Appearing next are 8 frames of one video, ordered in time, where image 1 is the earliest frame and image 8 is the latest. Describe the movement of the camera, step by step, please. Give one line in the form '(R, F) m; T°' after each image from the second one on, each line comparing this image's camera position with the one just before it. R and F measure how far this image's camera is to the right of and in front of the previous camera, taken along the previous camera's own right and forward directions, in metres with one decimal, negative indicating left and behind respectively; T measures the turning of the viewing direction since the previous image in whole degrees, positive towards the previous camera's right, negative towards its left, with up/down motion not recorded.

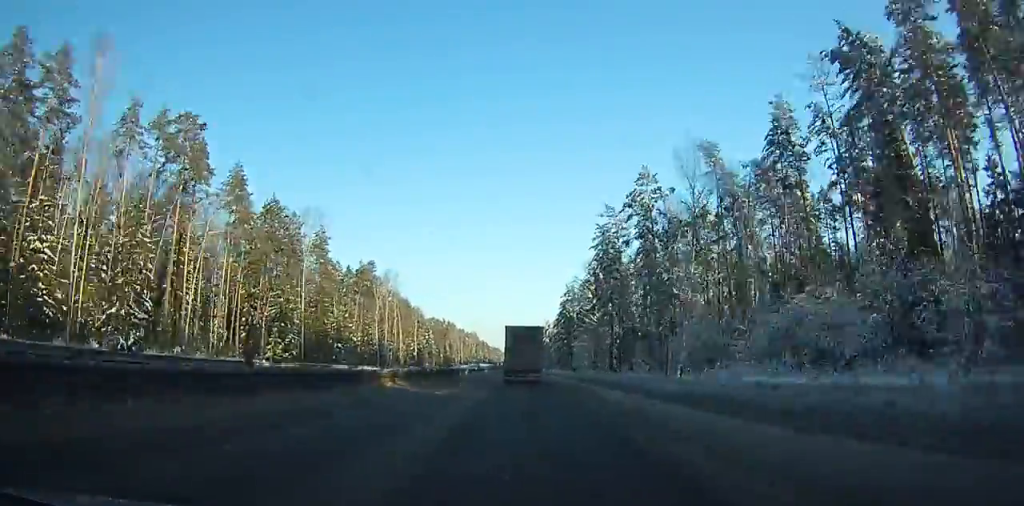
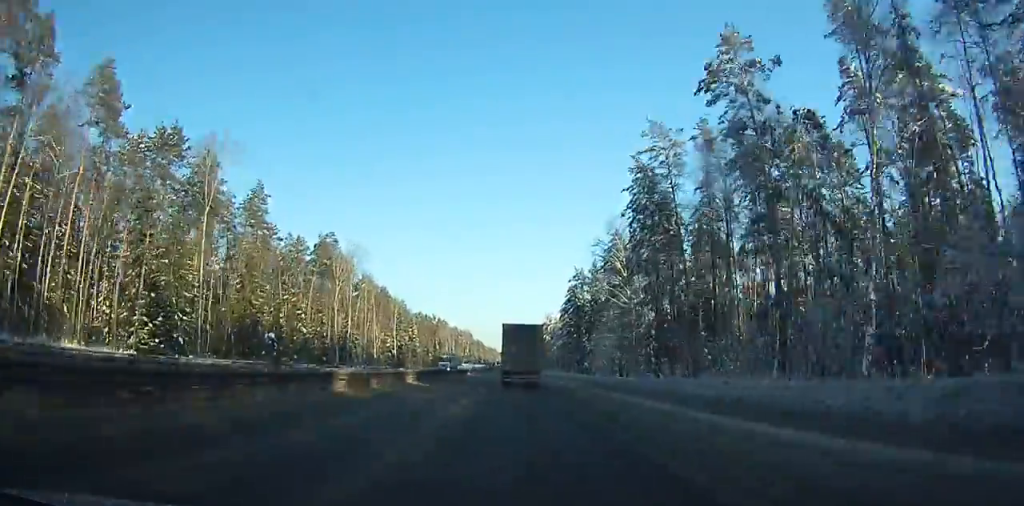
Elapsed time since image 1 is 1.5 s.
(+0.1, +38.7) m; 0°
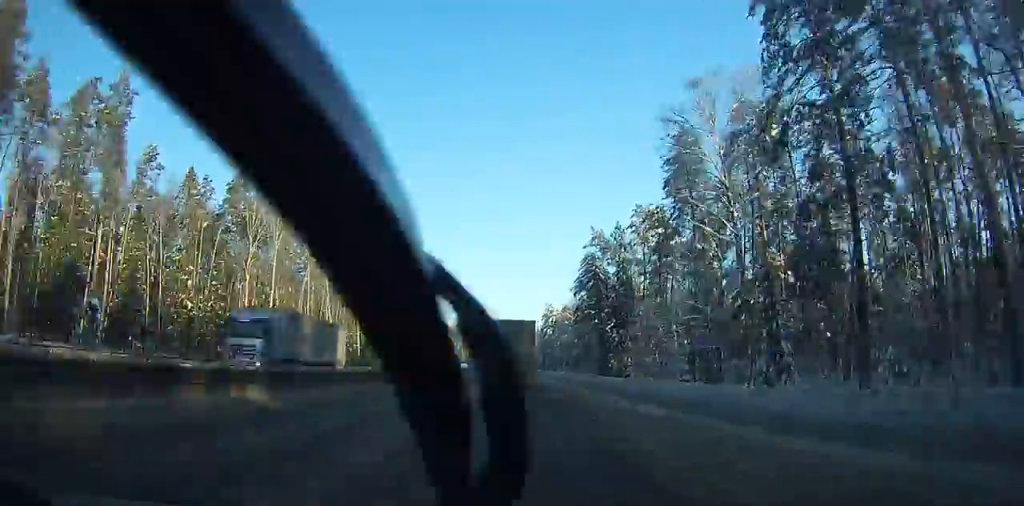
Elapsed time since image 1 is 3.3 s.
(+0.1, +46.5) m; 0°
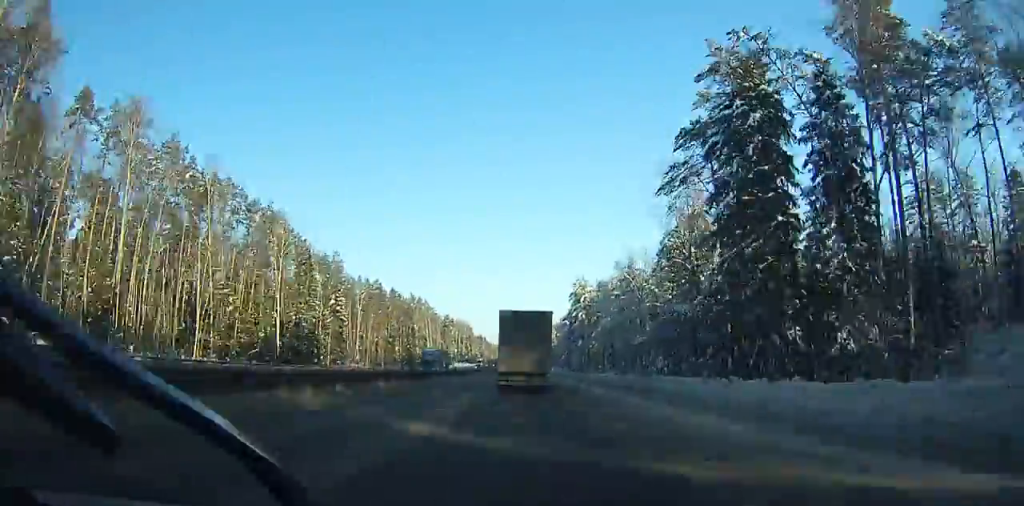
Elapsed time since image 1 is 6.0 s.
(-0.2, +70.2) m; -1°
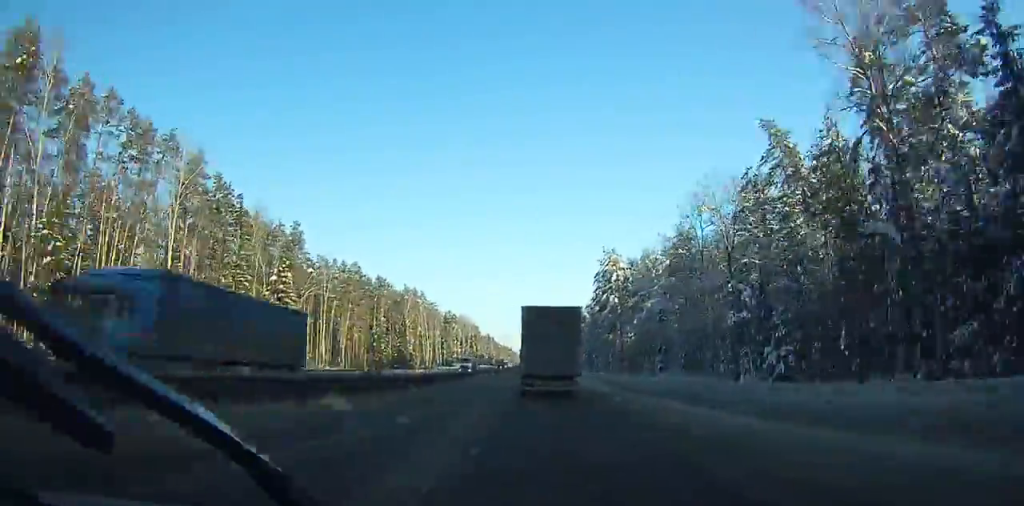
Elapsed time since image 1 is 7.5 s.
(-0.4, +39.4) m; 0°
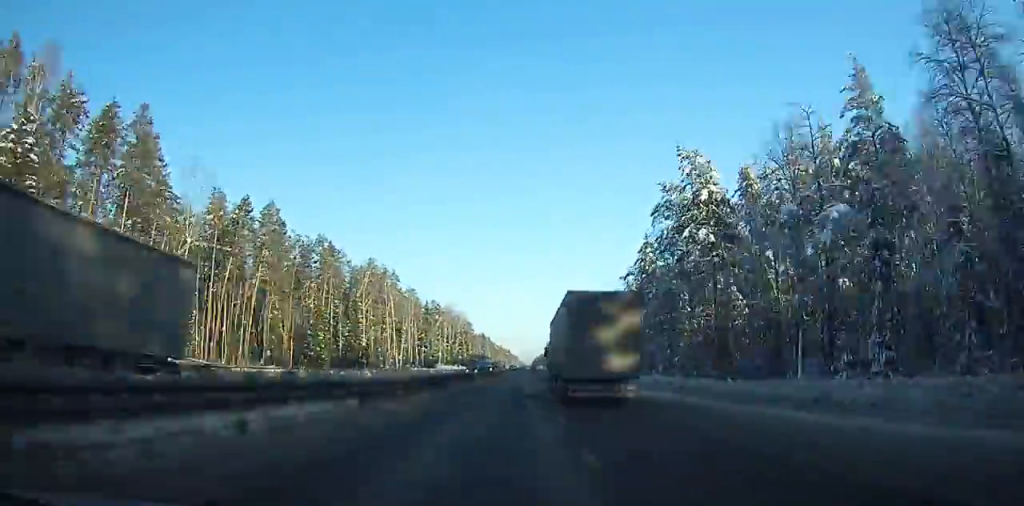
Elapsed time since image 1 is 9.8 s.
(-0.2, +61.0) m; 0°
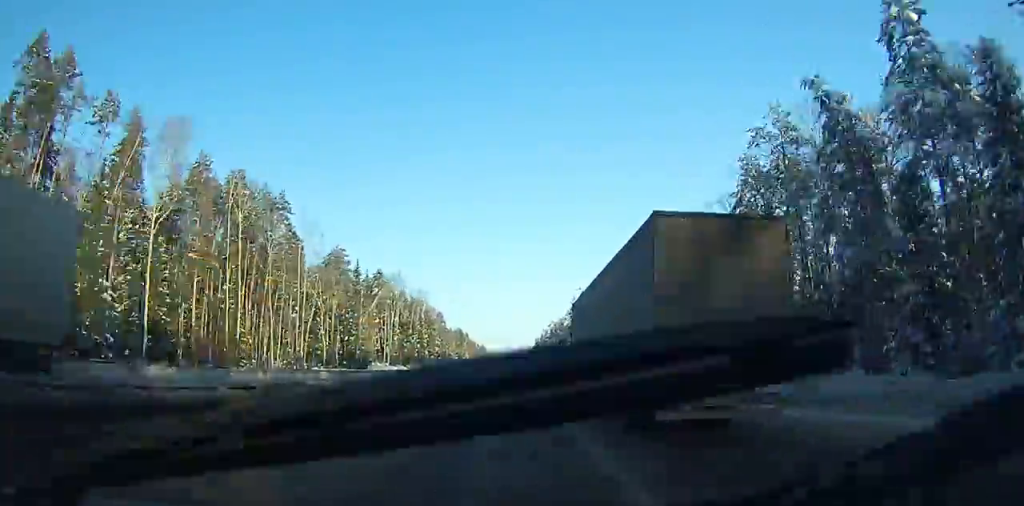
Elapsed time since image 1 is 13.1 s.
(+0.7, +89.2) m; +1°
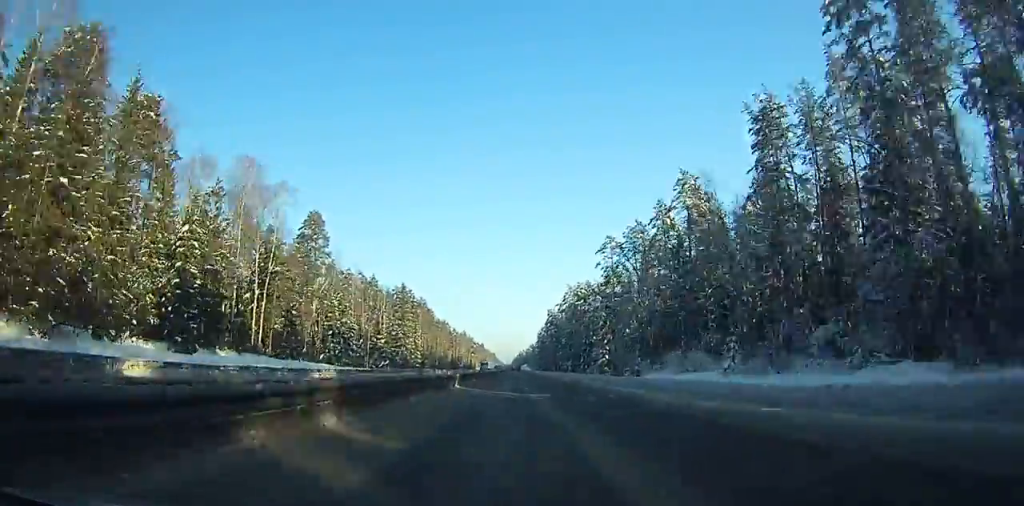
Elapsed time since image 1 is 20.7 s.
(+1.7, +213.3) m; +1°
